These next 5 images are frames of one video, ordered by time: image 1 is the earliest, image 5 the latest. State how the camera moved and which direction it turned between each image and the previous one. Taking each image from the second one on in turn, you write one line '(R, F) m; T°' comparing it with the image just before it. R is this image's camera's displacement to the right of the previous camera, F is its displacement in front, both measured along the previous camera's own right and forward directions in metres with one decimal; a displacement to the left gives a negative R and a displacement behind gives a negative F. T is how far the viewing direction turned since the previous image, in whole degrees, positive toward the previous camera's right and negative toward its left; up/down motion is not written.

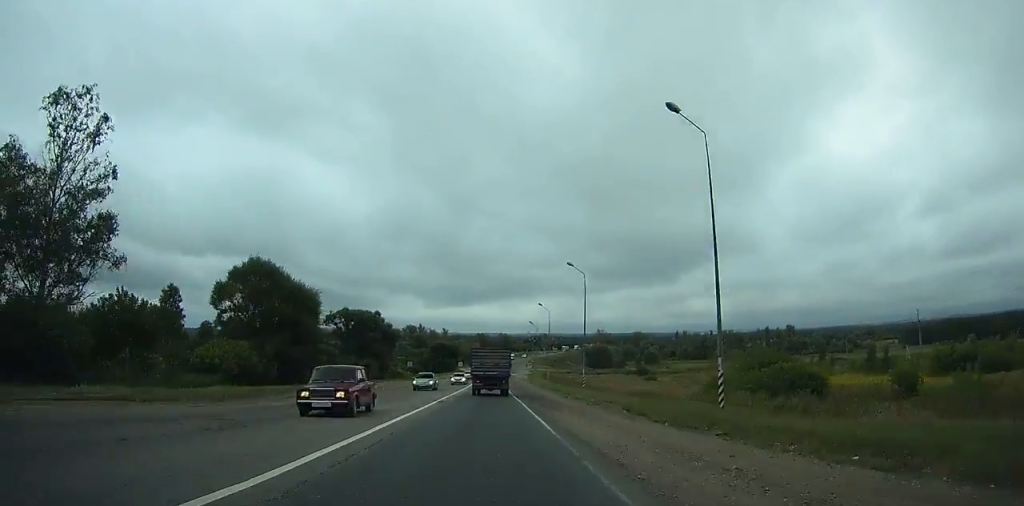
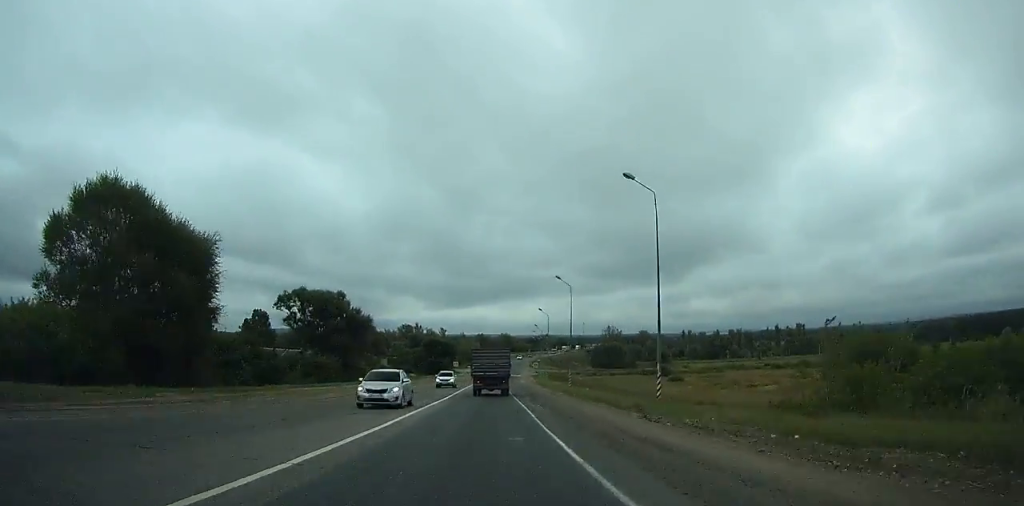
(+0.1, +22.2) m; 0°
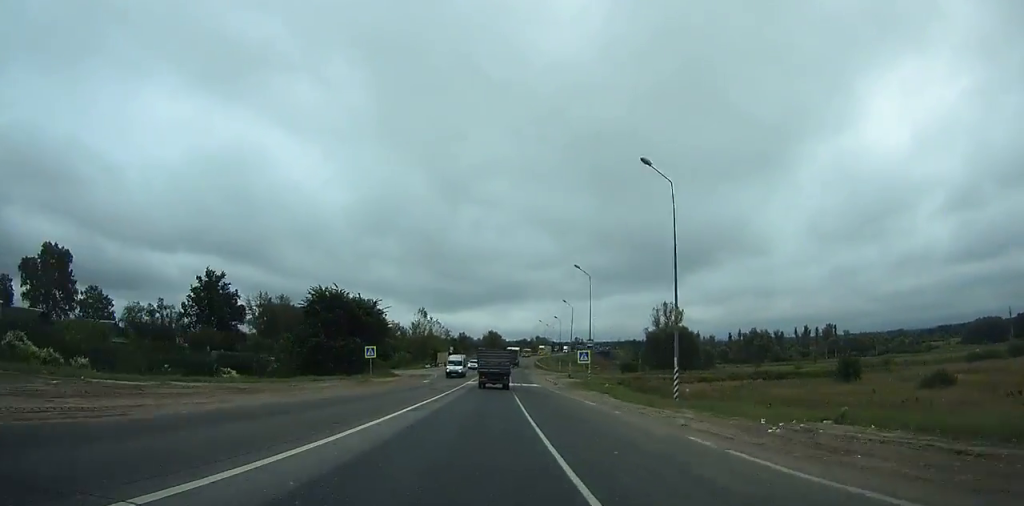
(-0.3, +94.2) m; 0°
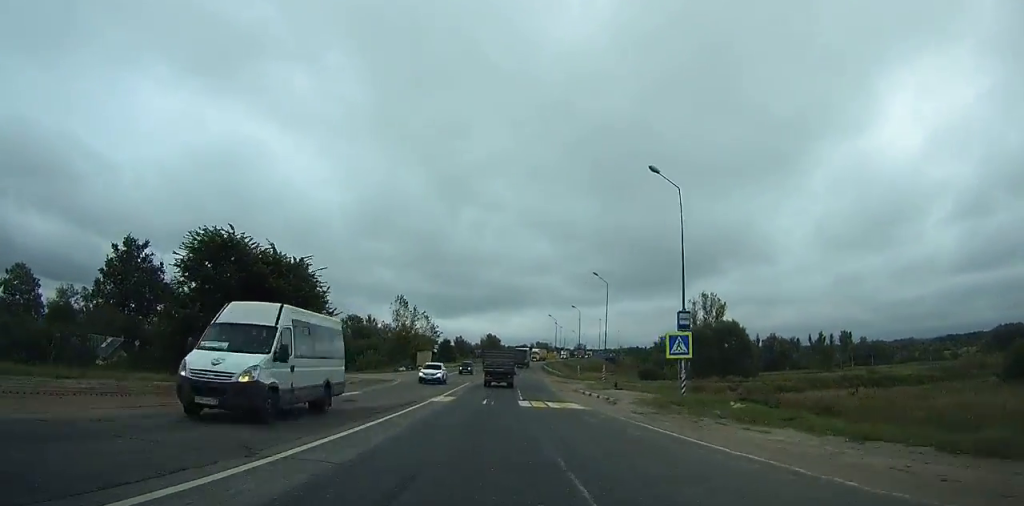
(+0.1, +28.5) m; +1°
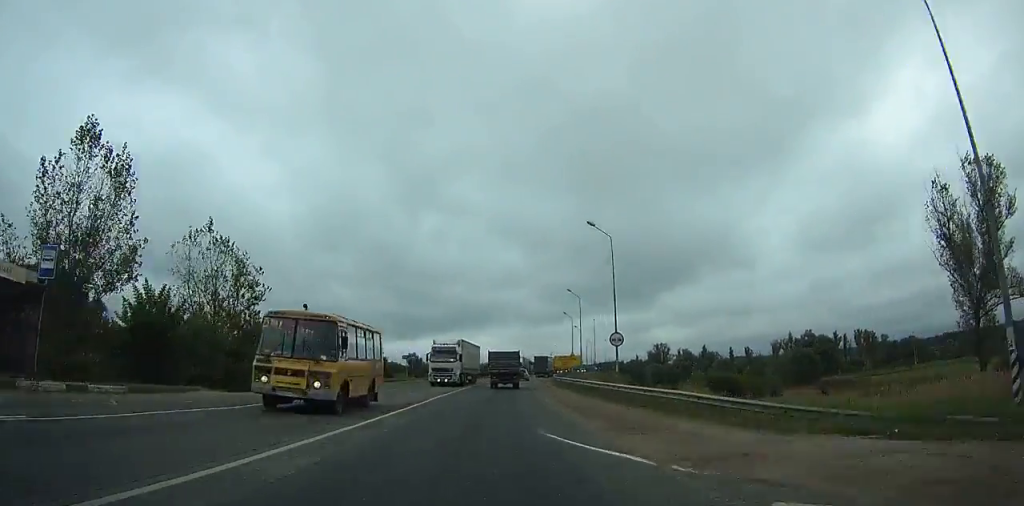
(+1.1, +78.9) m; +2°
